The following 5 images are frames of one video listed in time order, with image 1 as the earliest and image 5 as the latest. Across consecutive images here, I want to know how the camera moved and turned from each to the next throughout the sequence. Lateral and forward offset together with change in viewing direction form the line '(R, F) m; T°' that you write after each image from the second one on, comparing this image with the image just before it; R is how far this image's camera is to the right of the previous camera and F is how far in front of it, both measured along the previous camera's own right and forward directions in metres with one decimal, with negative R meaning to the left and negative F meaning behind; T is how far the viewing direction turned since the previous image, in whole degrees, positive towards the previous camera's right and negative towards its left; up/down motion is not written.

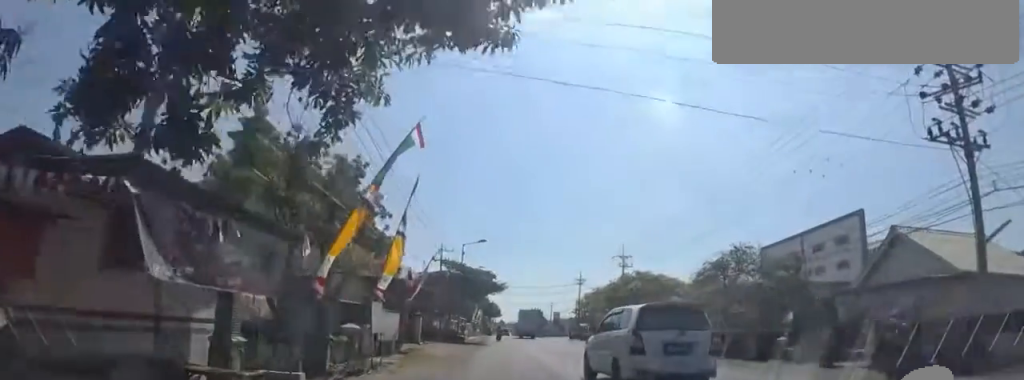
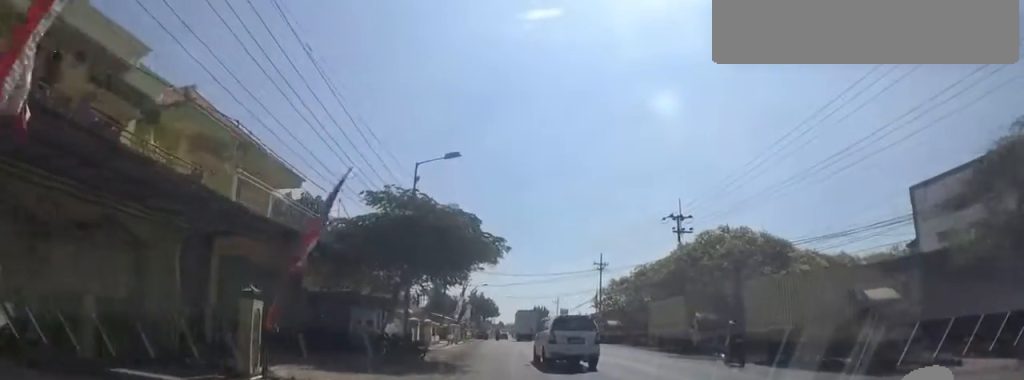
(+2.2, +19.4) m; +4°
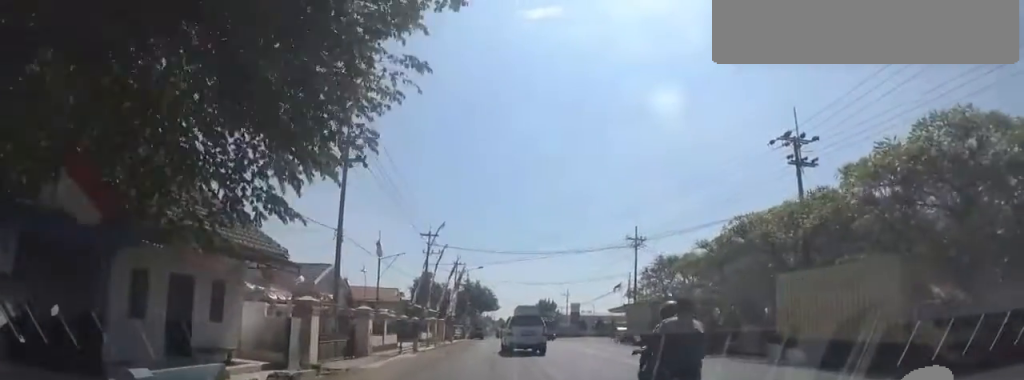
(-0.8, +16.2) m; -3°
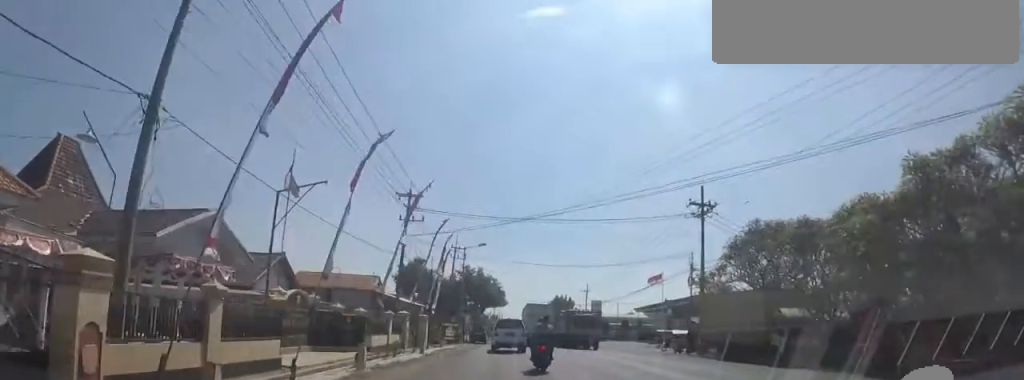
(-0.6, +14.2) m; 0°
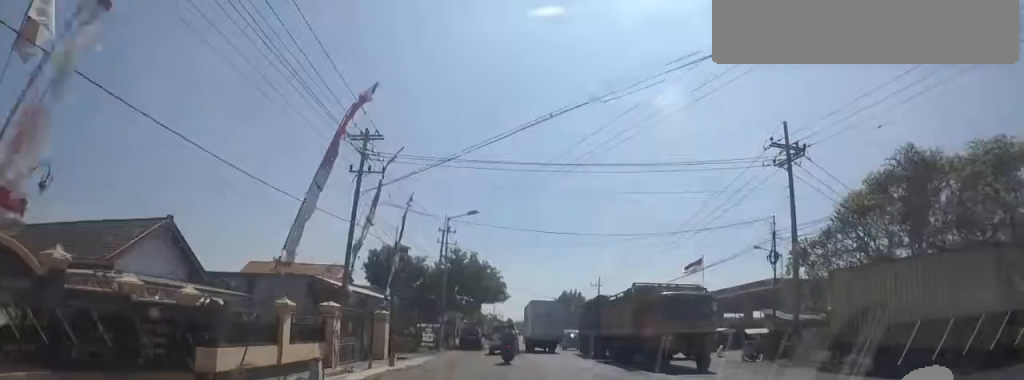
(+0.5, +10.8) m; 0°
